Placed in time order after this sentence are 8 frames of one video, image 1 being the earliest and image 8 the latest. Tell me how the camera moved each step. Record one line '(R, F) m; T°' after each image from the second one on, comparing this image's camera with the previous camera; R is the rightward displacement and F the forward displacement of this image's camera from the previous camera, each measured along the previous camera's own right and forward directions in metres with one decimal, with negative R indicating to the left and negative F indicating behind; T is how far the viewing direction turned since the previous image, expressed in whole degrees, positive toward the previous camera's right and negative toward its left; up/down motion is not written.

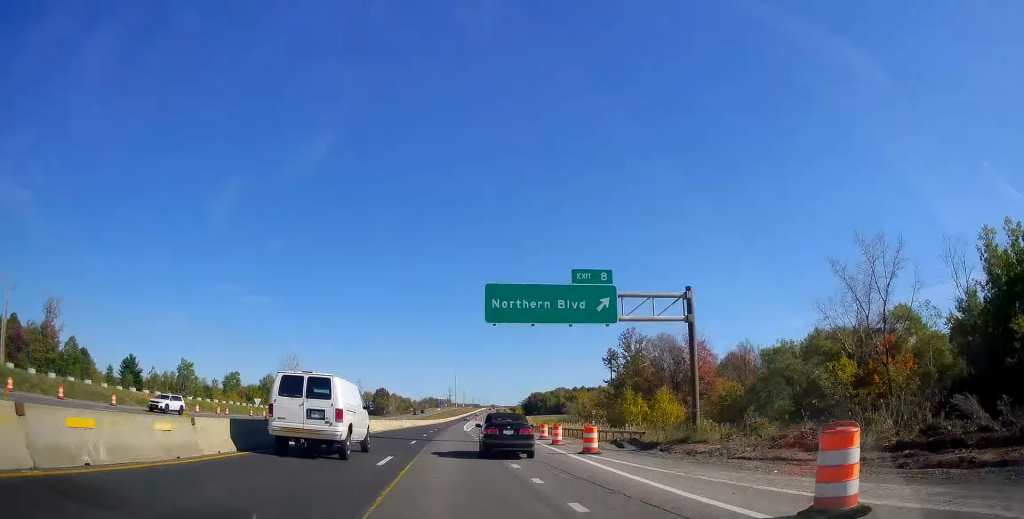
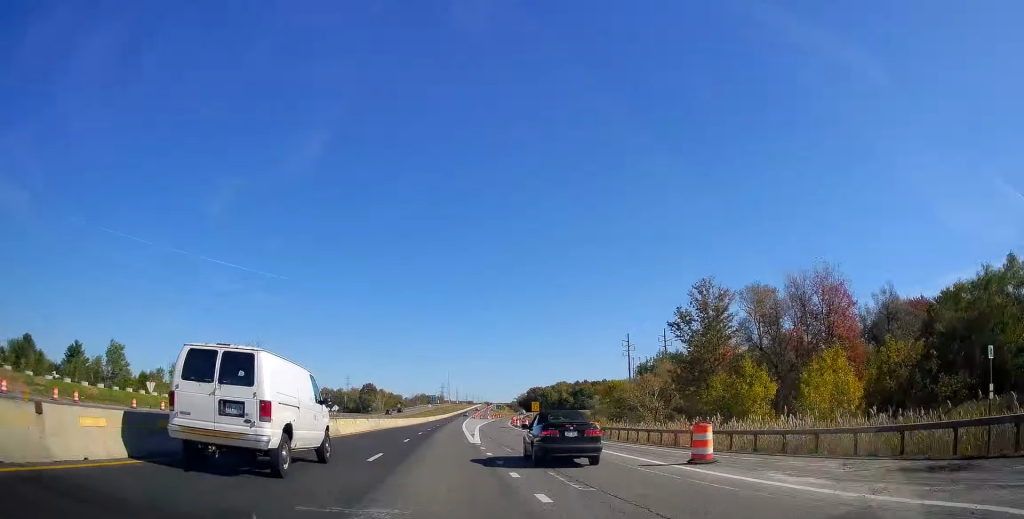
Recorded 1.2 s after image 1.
(-0.1, +34.3) m; 0°
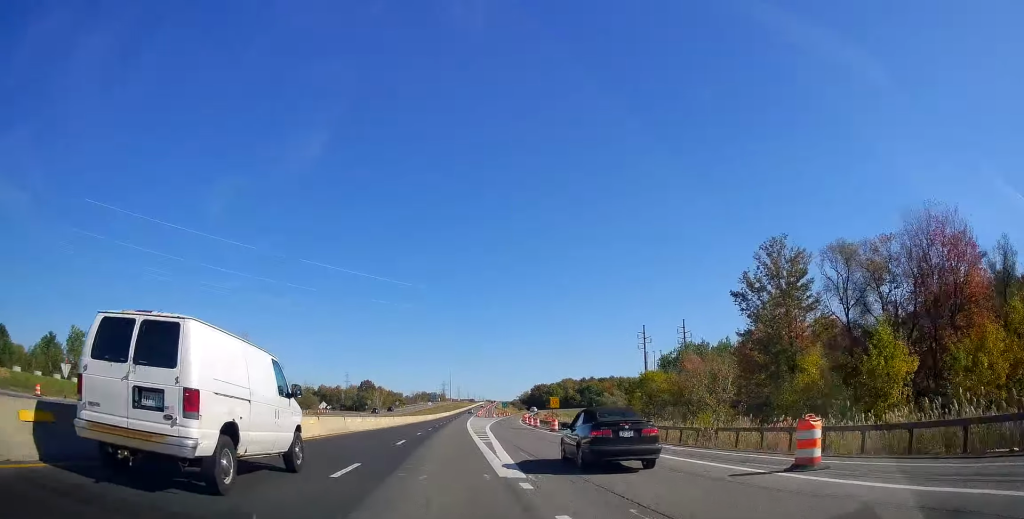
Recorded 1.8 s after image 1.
(0.0, +16.2) m; 0°
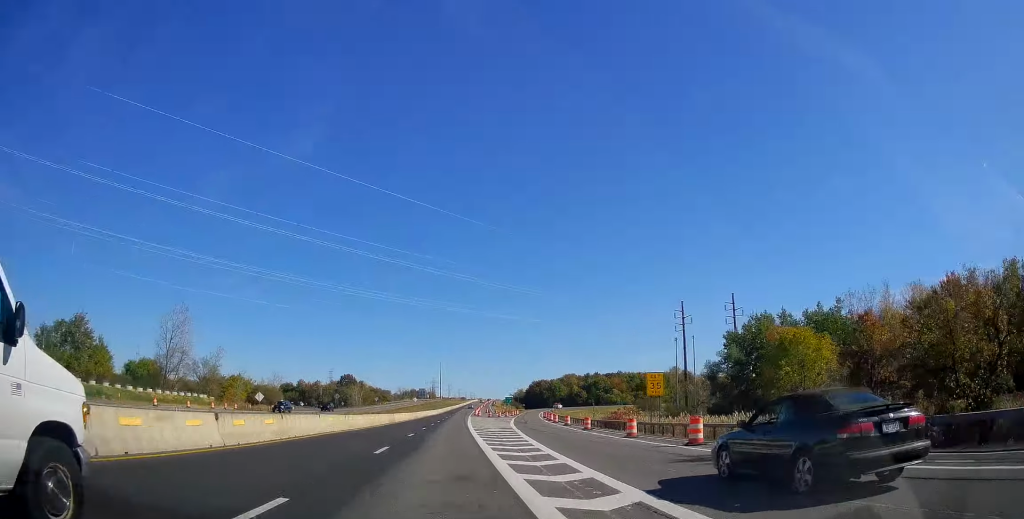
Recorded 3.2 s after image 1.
(+0.8, +42.0) m; +1°
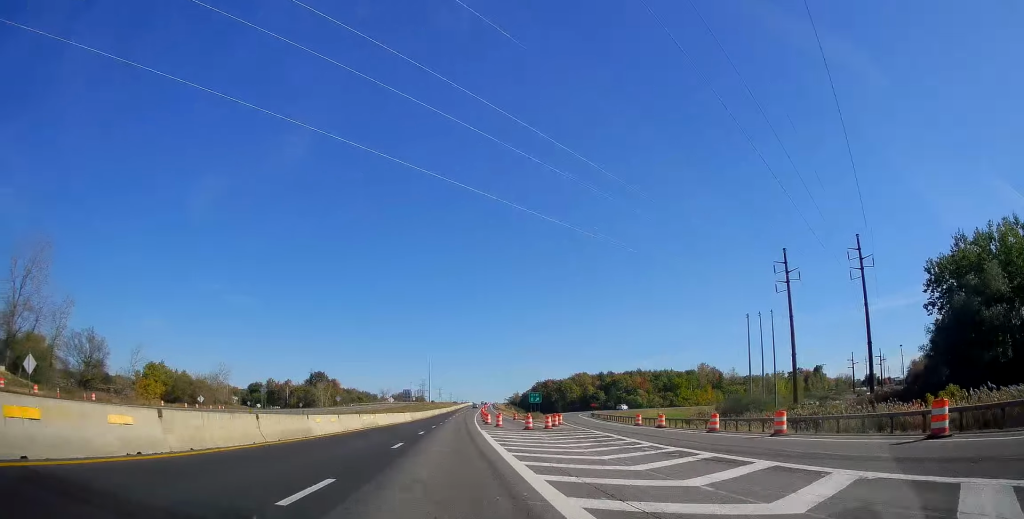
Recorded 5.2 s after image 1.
(+0.2, +59.4) m; +1°
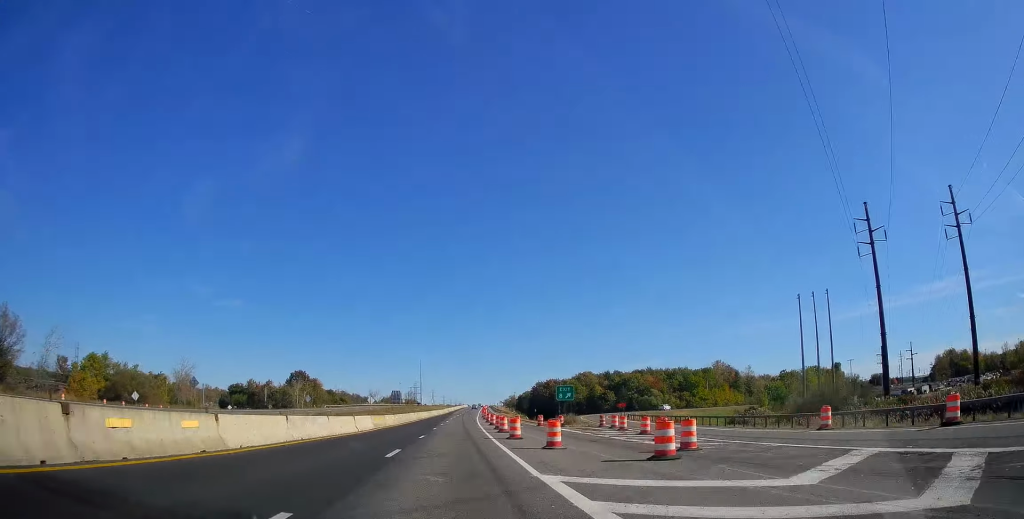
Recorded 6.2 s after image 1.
(0.0, +28.5) m; 0°
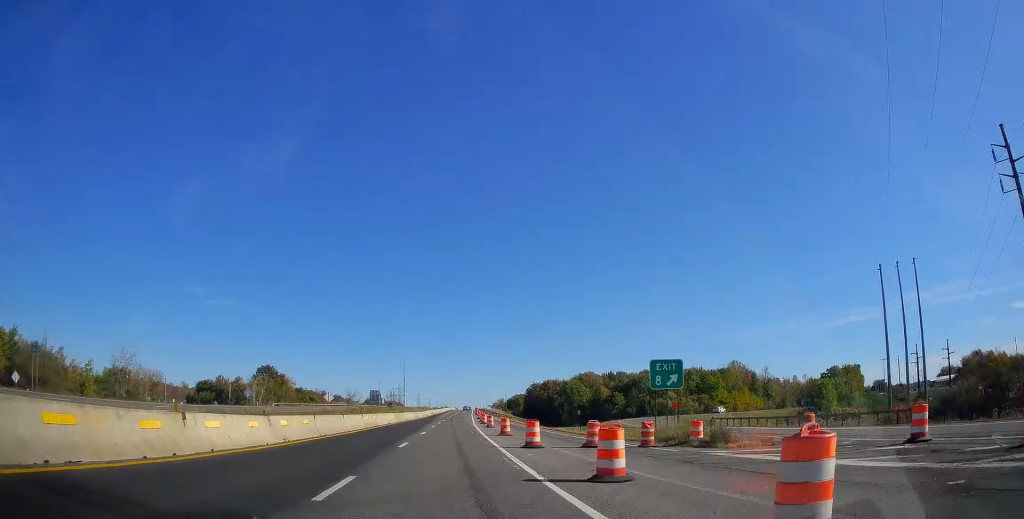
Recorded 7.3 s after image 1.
(-0.3, +32.7) m; +1°
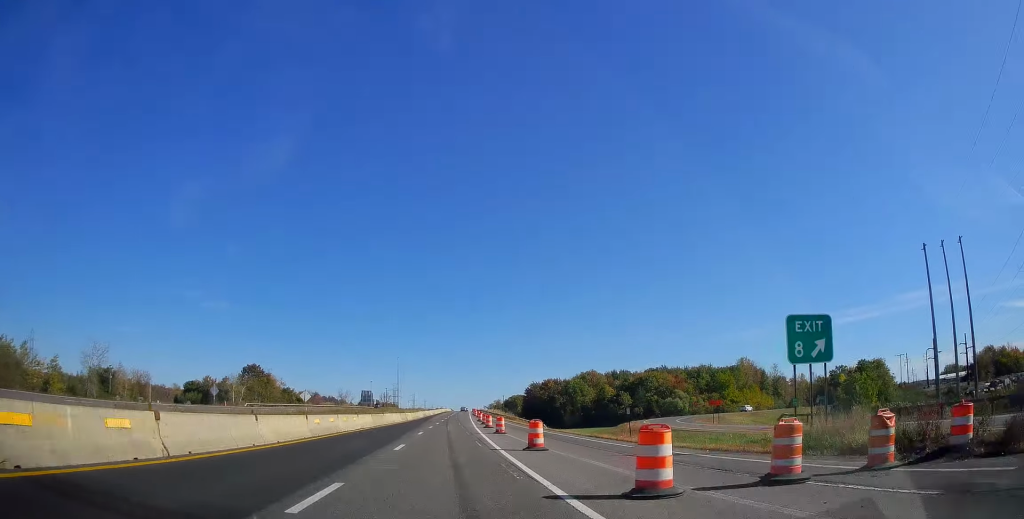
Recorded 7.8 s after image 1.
(+0.2, +13.3) m; +1°
